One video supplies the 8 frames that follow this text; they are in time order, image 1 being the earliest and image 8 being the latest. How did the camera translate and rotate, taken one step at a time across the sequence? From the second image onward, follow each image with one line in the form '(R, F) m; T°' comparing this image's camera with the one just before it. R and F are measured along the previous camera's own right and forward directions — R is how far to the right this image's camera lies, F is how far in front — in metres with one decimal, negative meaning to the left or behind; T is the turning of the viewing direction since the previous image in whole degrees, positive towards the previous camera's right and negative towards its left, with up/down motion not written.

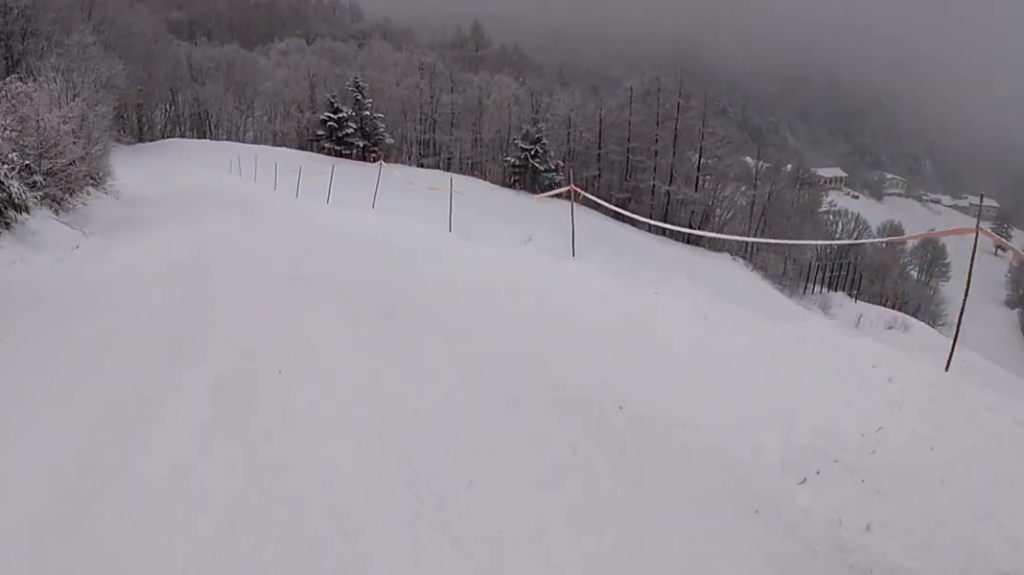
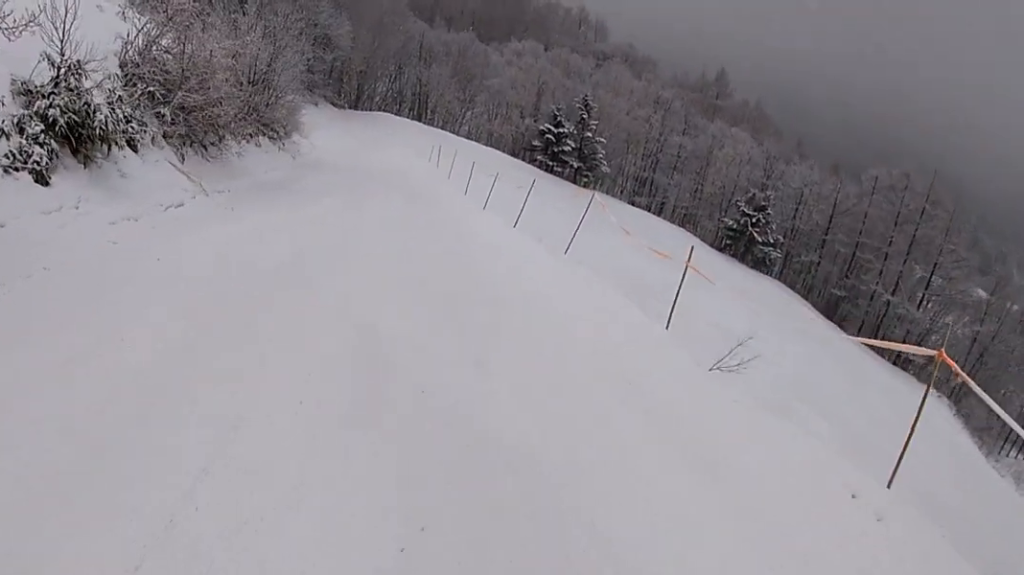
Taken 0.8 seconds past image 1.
(-0.2, +4.0) m; -2°
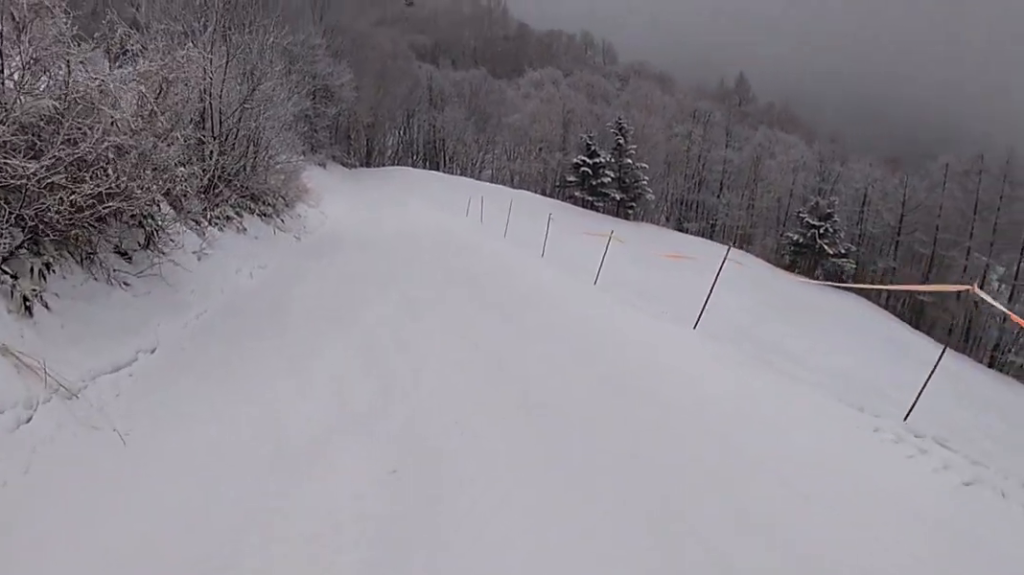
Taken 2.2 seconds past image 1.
(-0.9, +7.7) m; -9°
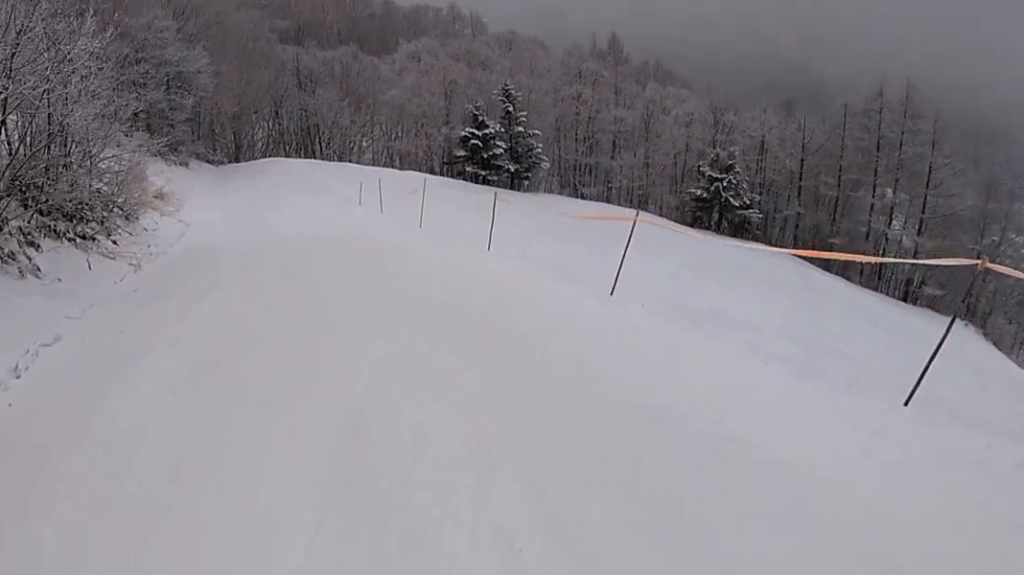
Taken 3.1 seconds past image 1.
(+0.3, +5.2) m; +5°
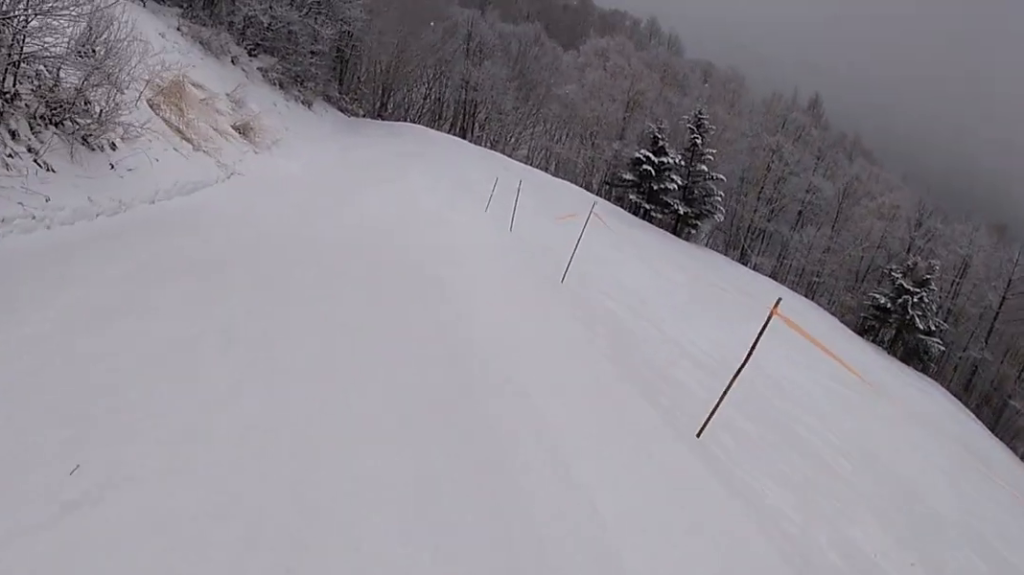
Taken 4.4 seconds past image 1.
(+0.2, +7.2) m; -9°
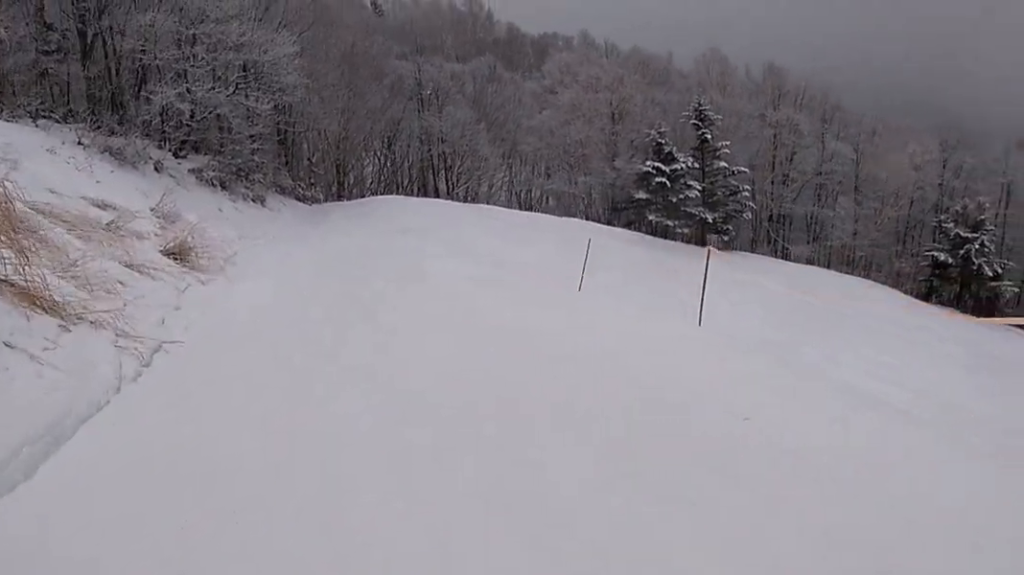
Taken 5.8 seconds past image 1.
(-0.3, +7.8) m; +6°
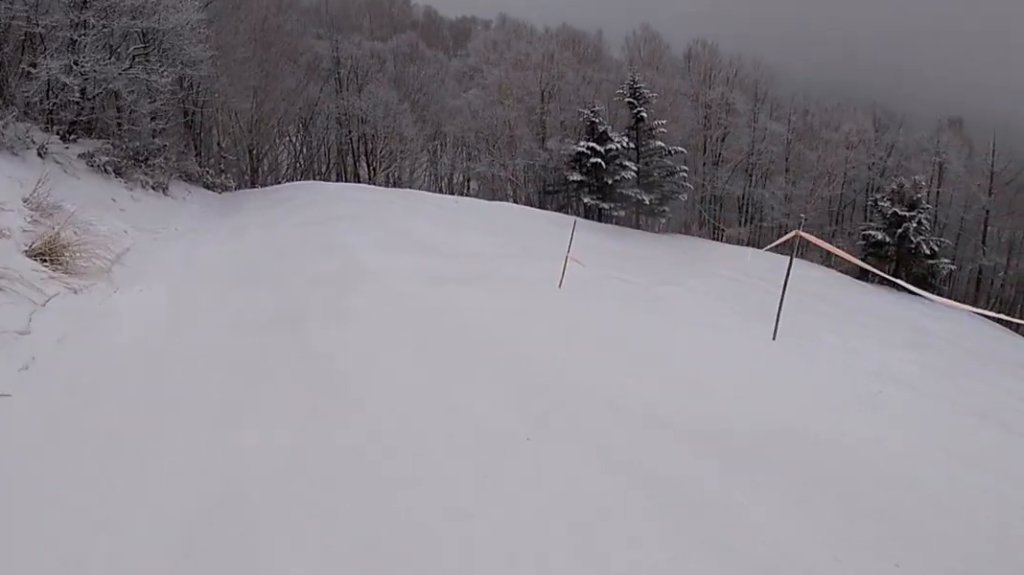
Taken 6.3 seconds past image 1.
(+0.8, +2.8) m; -1°
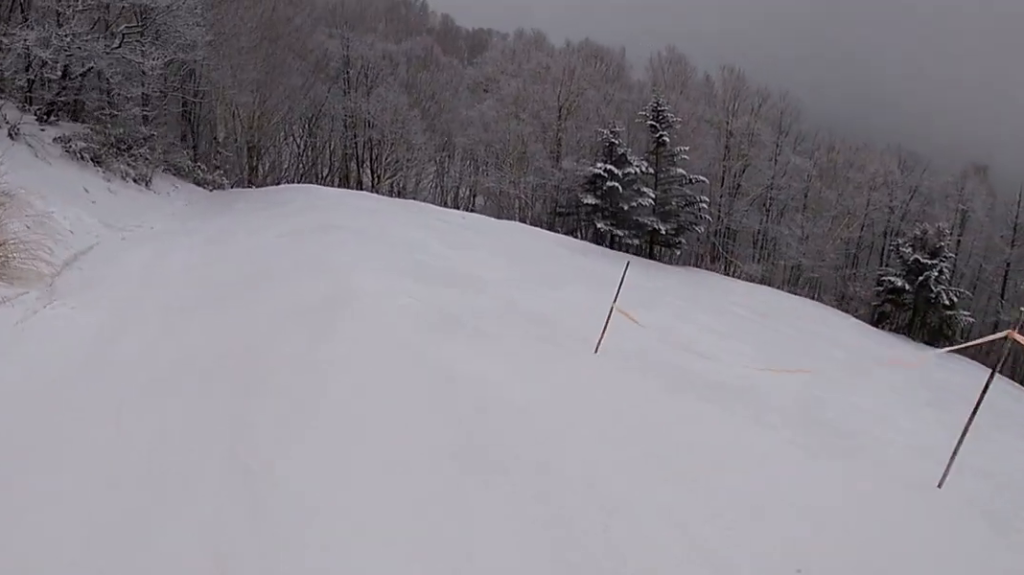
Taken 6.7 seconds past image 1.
(+0.1, +2.2) m; -2°
